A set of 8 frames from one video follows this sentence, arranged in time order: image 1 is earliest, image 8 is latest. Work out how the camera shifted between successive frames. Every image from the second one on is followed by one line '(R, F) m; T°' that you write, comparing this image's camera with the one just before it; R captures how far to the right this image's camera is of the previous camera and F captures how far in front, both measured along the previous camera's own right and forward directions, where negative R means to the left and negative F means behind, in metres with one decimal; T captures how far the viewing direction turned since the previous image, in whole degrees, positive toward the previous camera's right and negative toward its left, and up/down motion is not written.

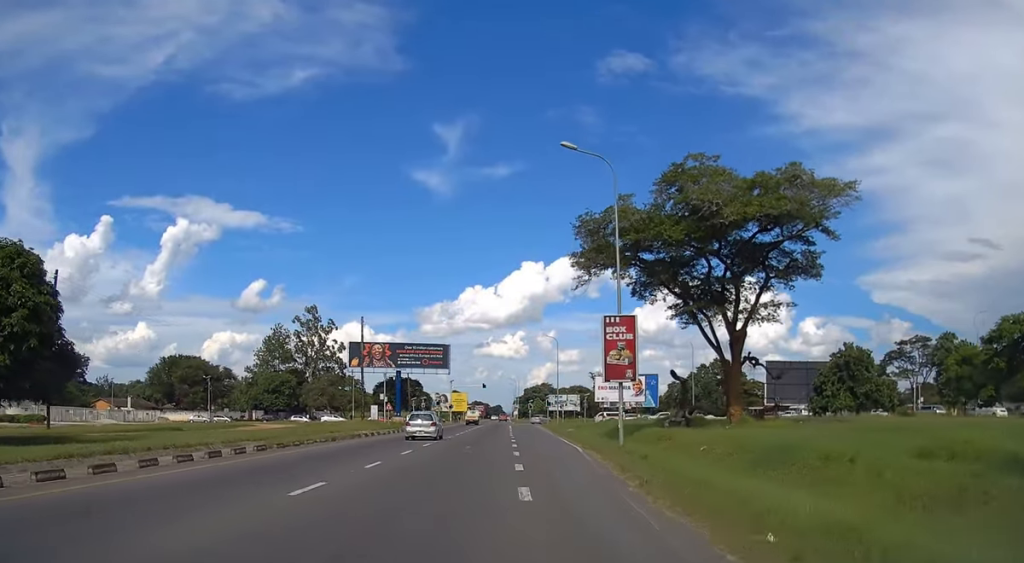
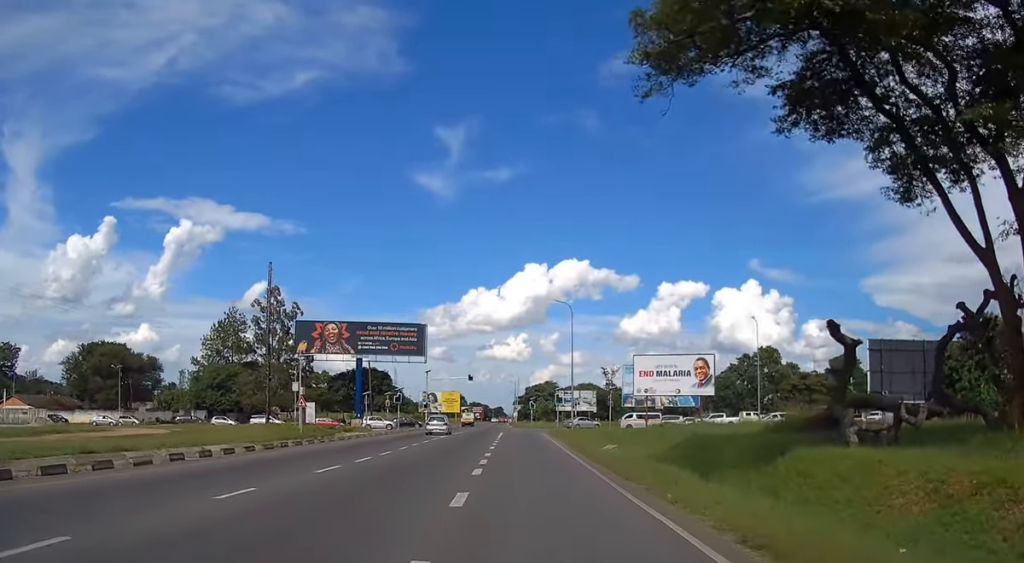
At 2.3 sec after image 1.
(0.0, +32.2) m; 0°
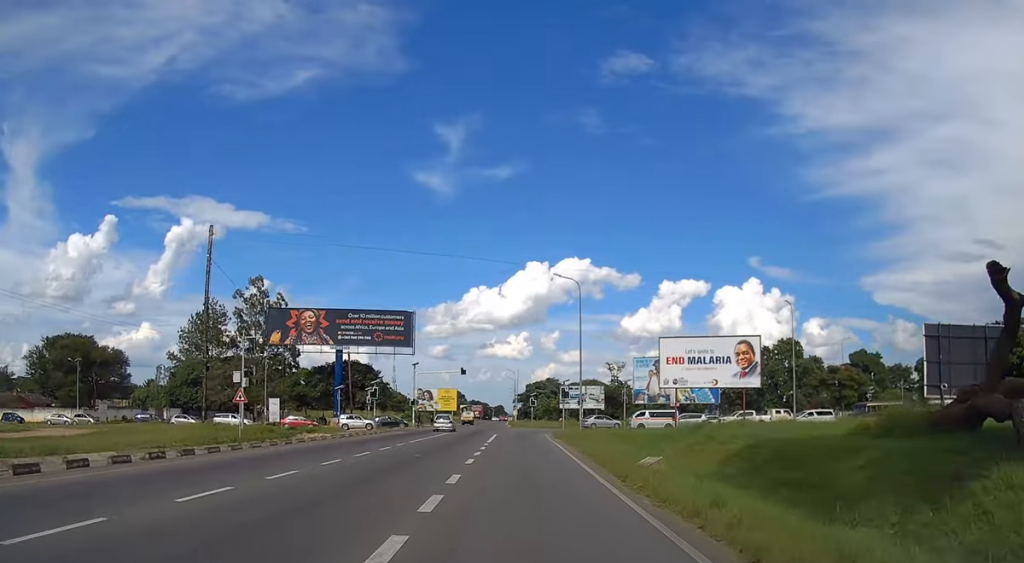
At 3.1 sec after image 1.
(+0.1, +11.2) m; 0°
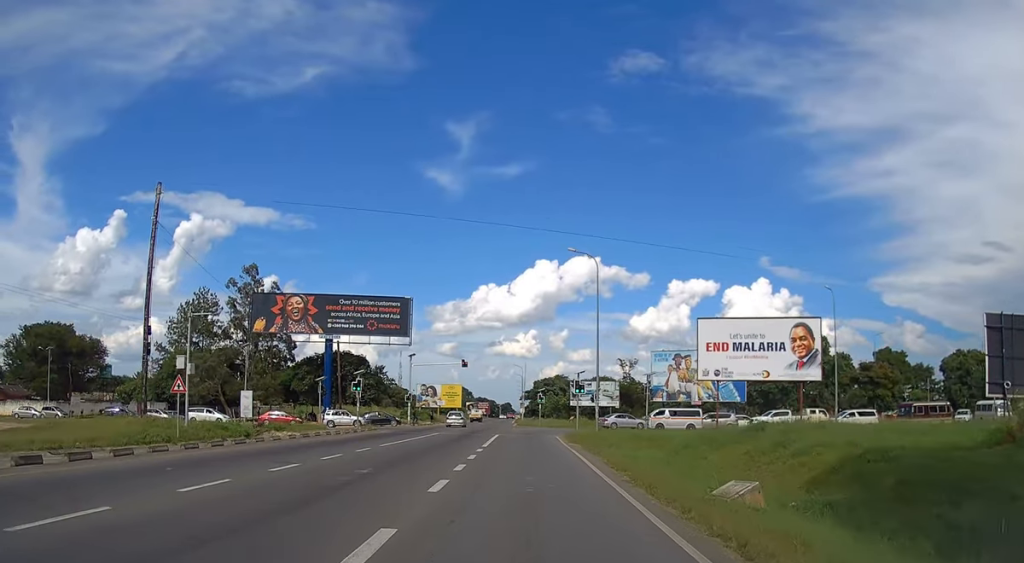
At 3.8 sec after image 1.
(0.0, +8.5) m; -1°
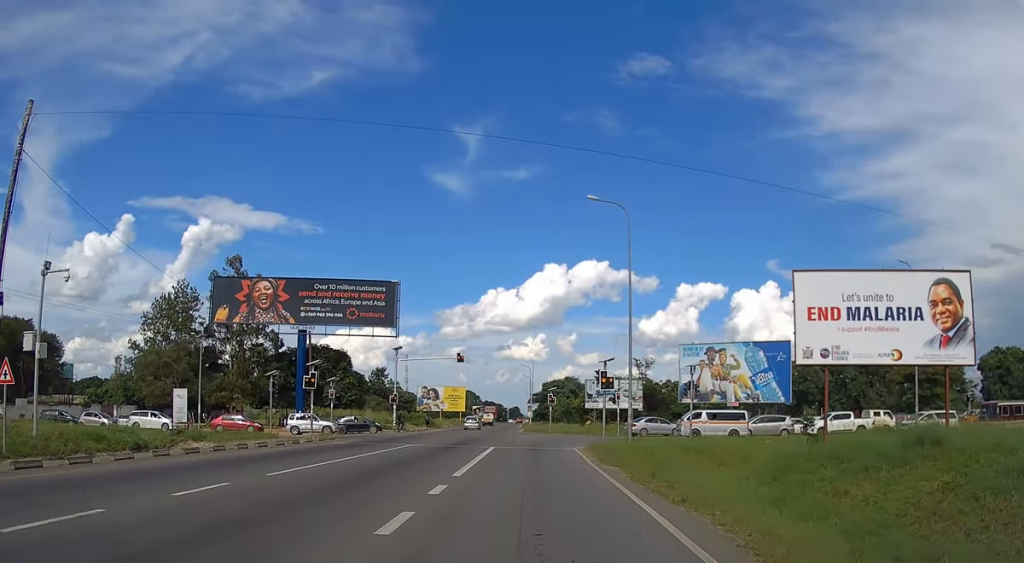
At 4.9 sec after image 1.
(-0.2, +13.4) m; -1°
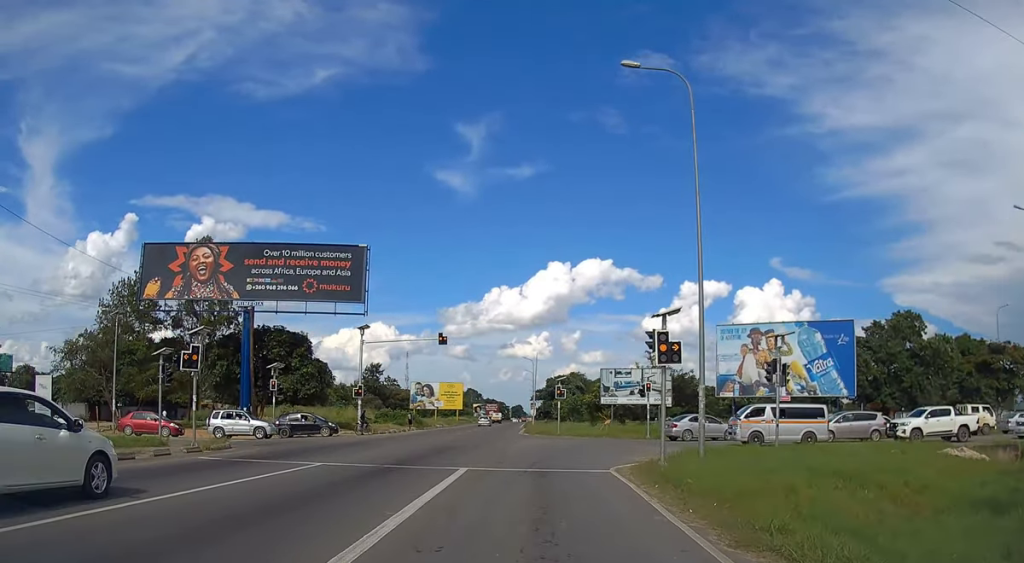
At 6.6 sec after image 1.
(-0.1, +16.4) m; 0°
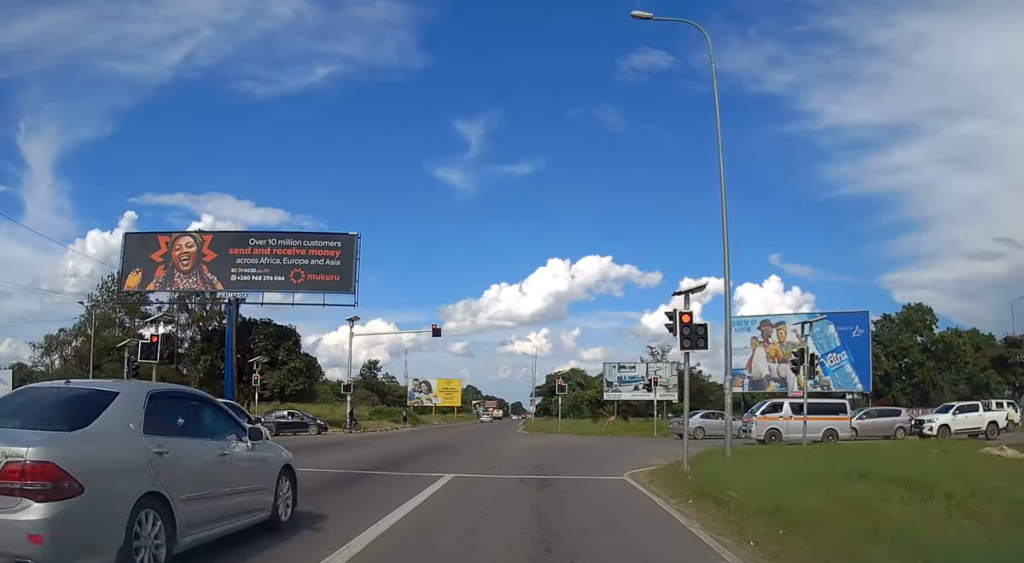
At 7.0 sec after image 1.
(0.0, +3.5) m; 0°
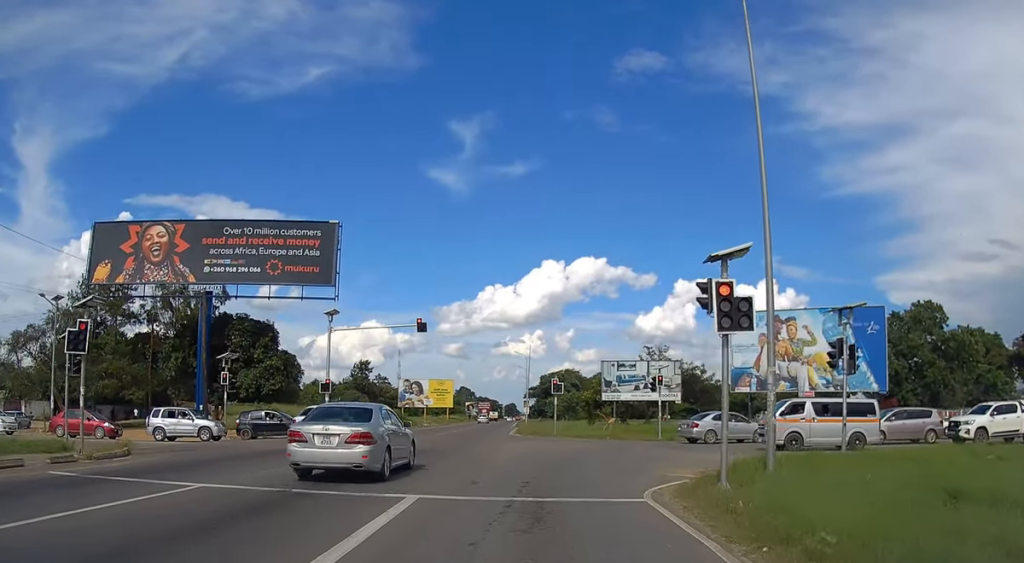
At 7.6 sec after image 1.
(0.0, +4.6) m; +1°
